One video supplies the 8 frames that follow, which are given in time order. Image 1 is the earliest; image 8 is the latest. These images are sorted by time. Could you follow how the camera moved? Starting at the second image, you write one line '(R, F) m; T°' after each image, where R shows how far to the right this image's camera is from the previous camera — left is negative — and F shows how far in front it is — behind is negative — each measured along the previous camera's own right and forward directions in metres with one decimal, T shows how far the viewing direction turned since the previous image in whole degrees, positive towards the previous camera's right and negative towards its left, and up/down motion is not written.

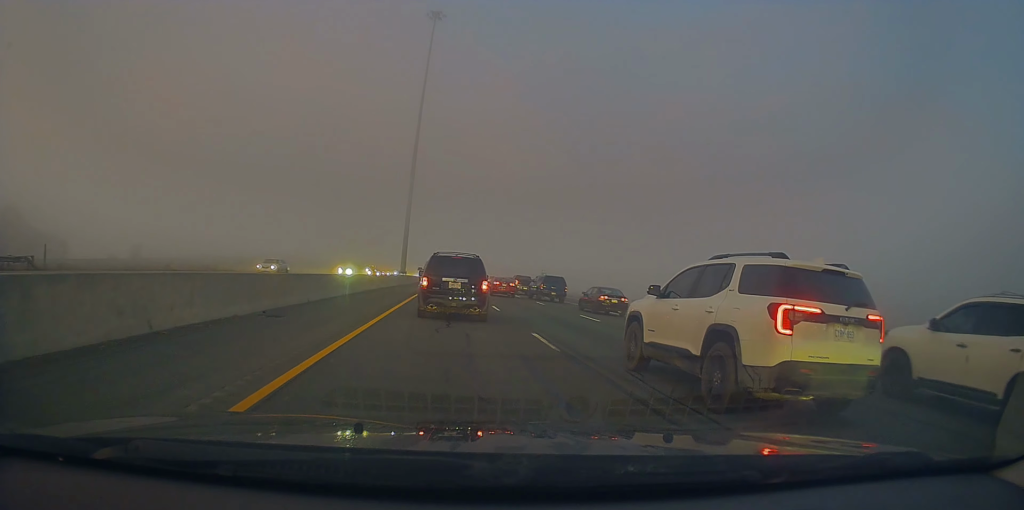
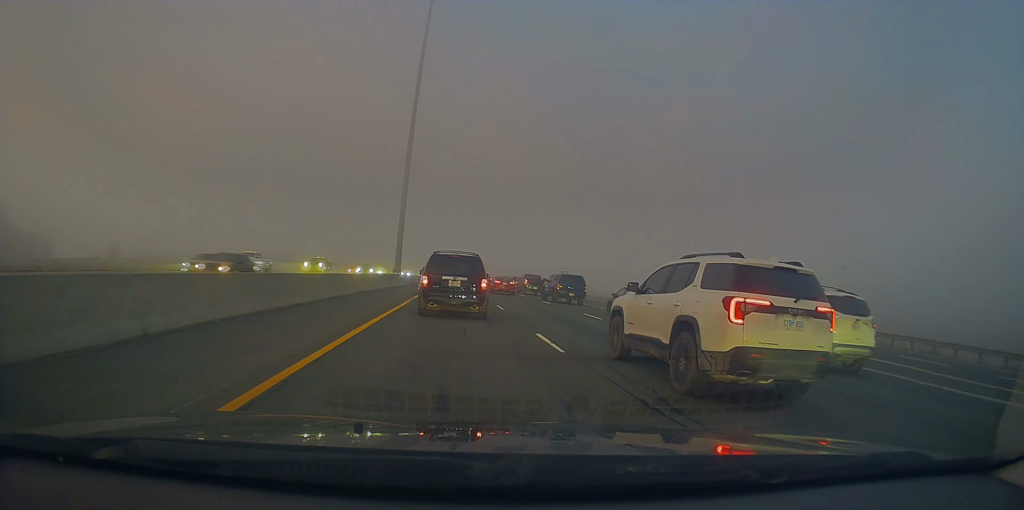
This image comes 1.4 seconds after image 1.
(-0.4, +12.6) m; -1°
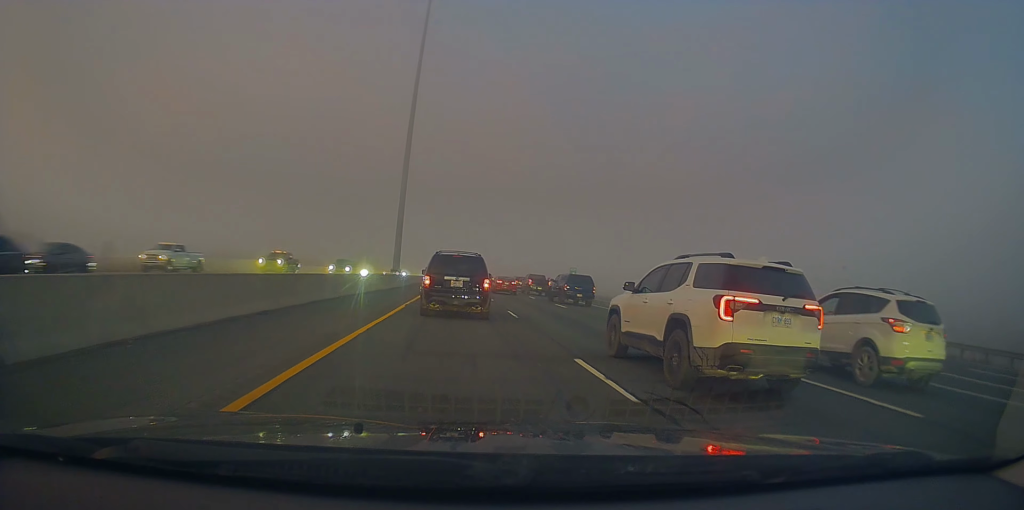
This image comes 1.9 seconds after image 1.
(+0.1, +4.6) m; +1°
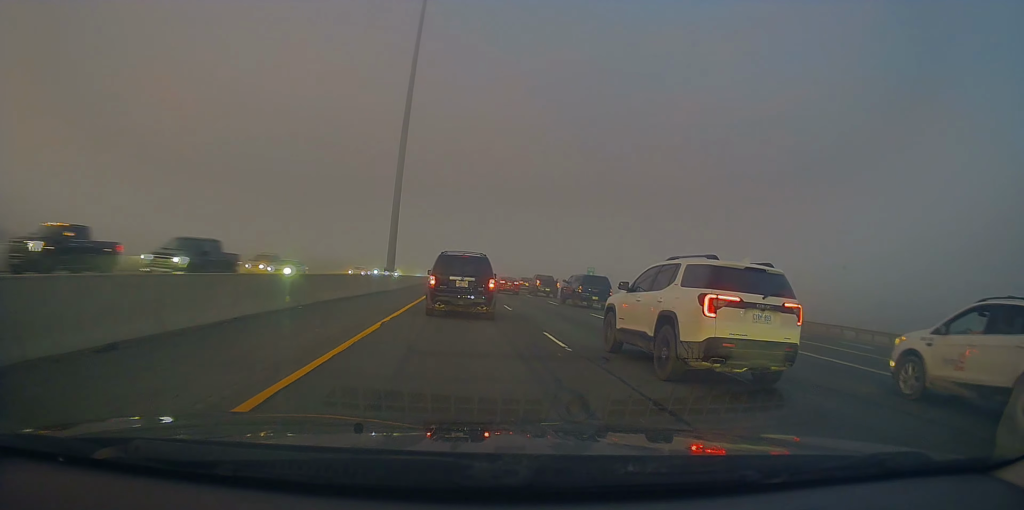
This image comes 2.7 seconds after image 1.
(0.0, +7.7) m; 0°
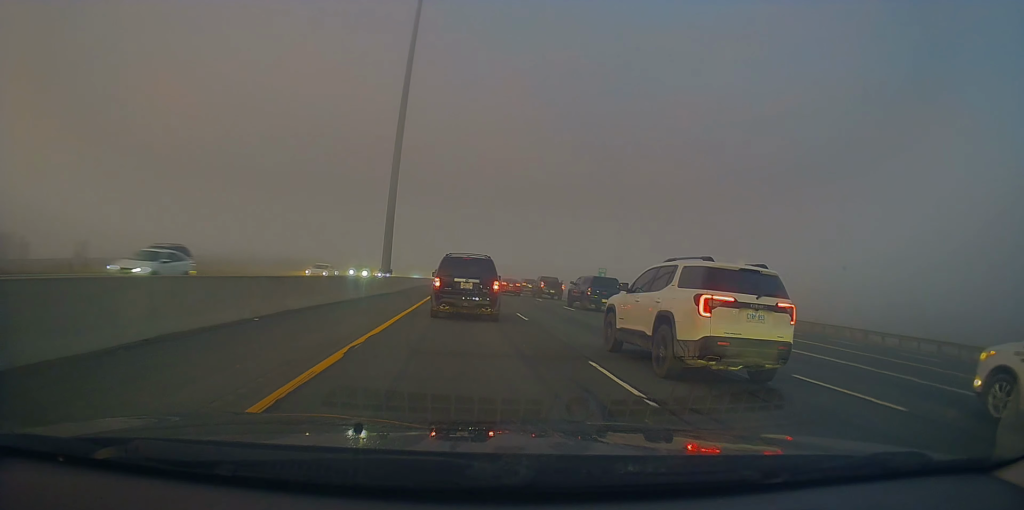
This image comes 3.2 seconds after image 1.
(0.0, +4.0) m; -1°
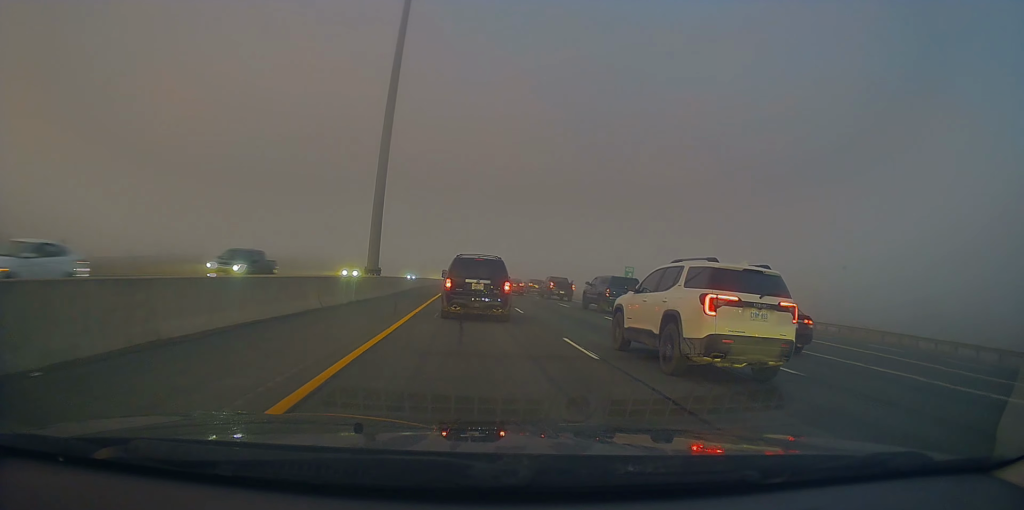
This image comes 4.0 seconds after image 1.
(-0.1, +7.9) m; 0°
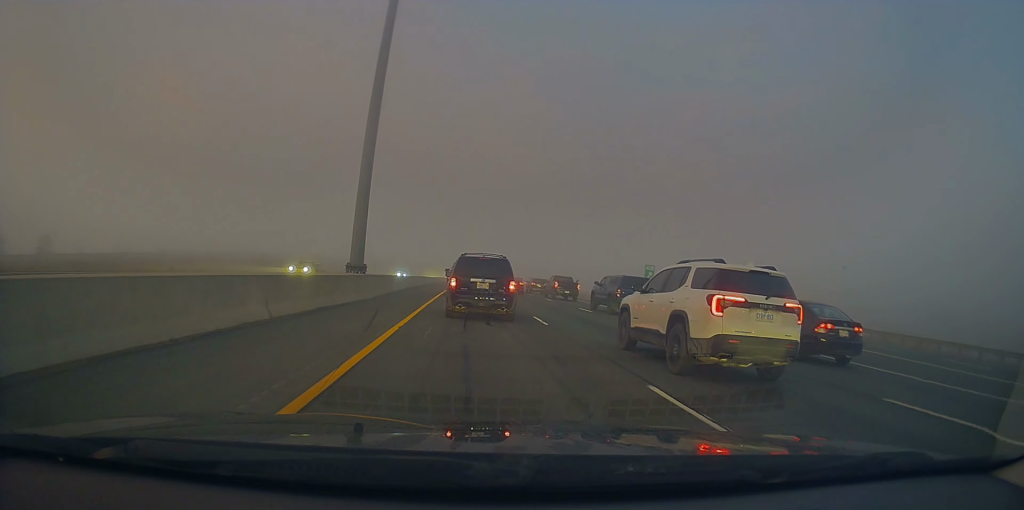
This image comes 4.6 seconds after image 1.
(0.0, +5.7) m; 0°
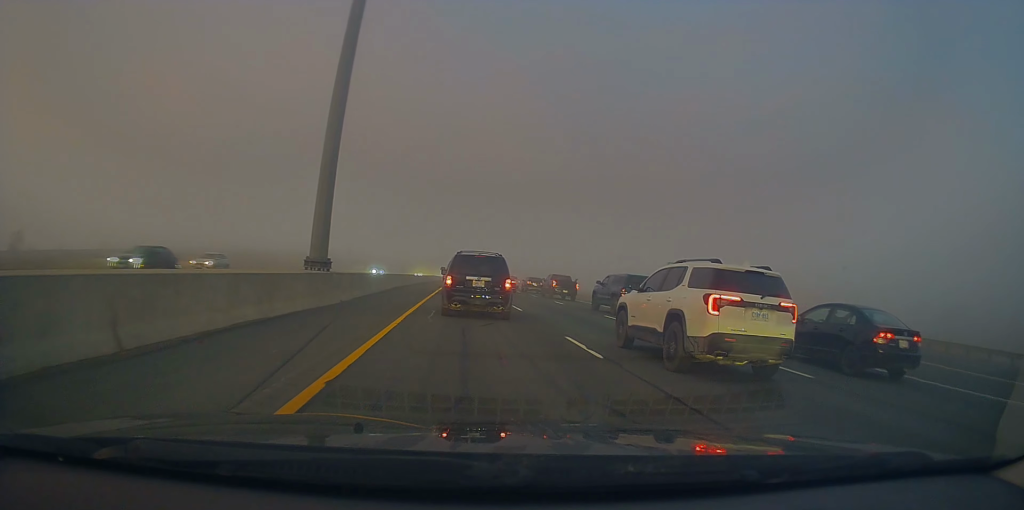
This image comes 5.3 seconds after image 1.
(0.0, +7.0) m; +1°
